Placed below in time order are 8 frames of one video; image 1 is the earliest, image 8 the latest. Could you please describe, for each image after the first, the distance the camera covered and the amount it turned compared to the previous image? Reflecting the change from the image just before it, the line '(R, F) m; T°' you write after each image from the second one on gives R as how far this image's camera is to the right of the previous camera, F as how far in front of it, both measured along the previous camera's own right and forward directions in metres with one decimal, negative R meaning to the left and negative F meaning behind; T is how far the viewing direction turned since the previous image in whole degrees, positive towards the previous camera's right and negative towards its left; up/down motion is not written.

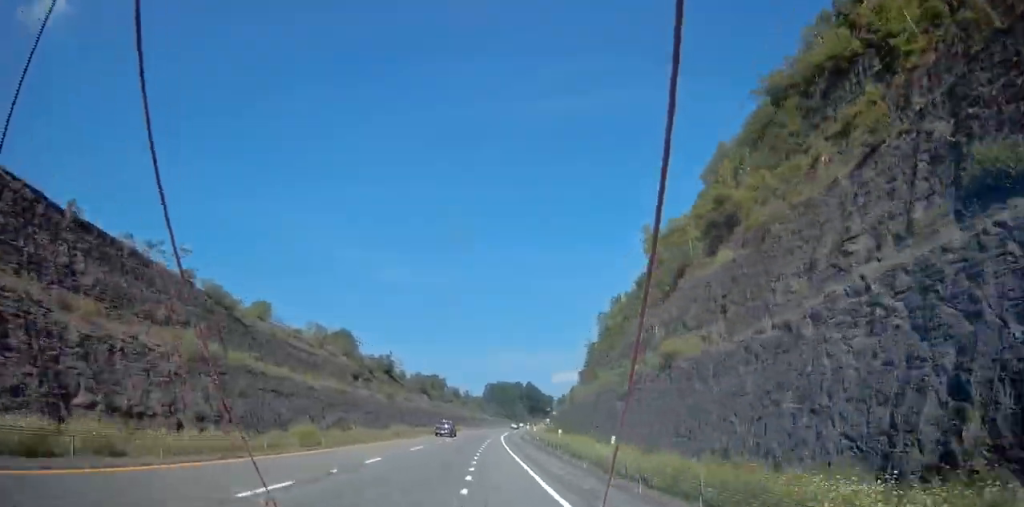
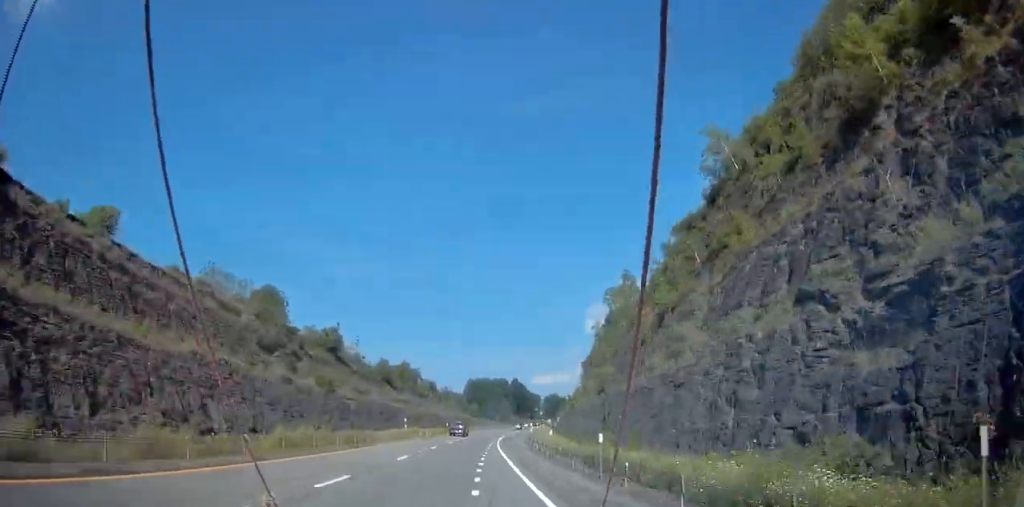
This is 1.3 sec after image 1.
(+6.2, +35.9) m; +6°
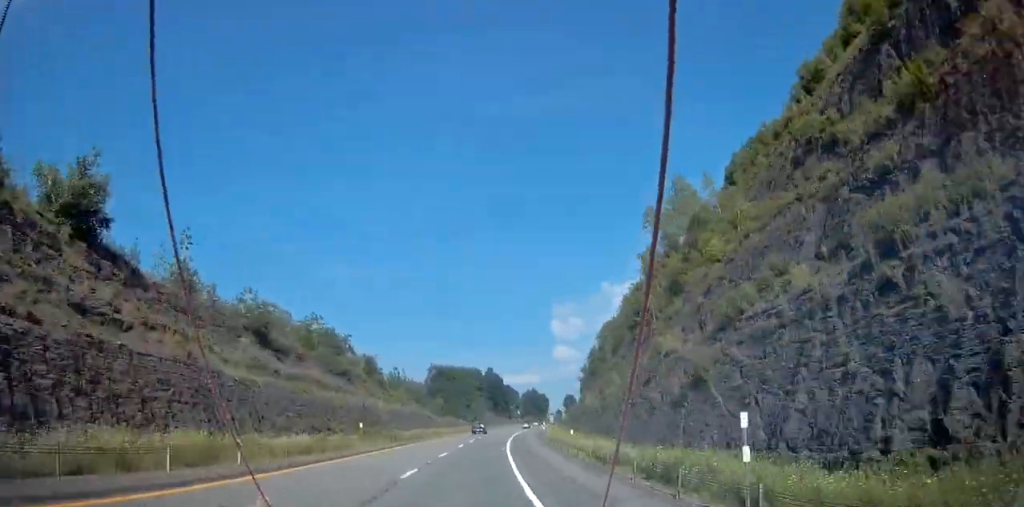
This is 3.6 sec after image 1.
(+2.8, +62.2) m; +1°
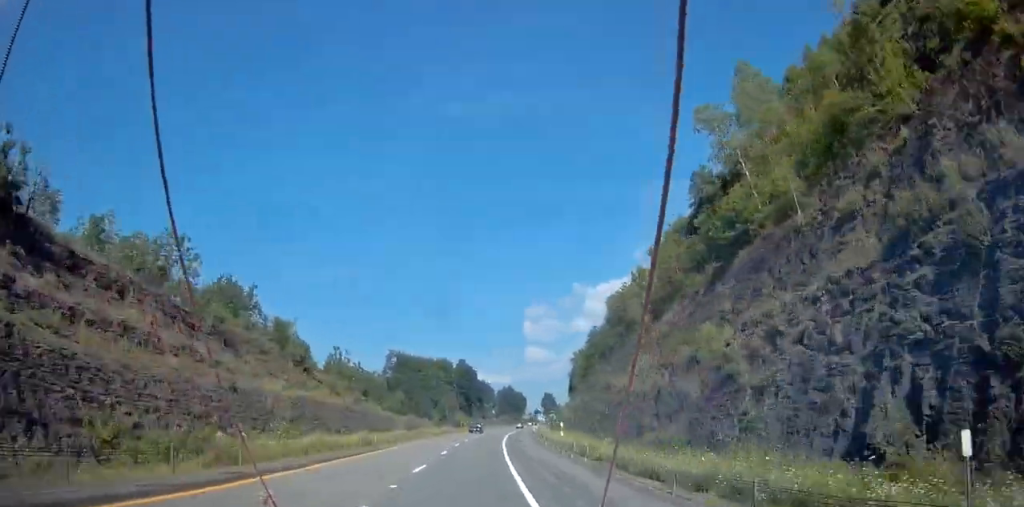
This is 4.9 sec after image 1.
(-0.2, +36.6) m; -1°
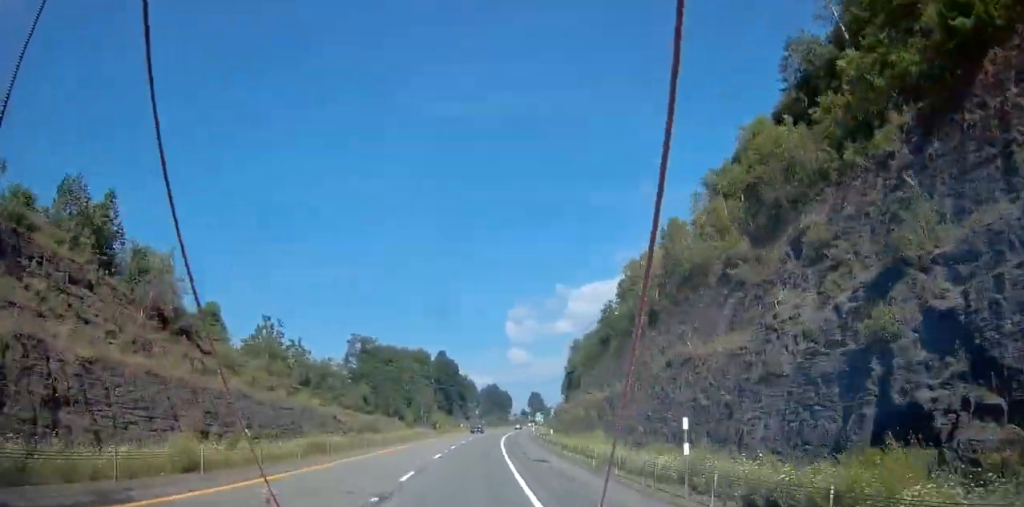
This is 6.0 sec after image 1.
(-1.2, +29.1) m; +1°
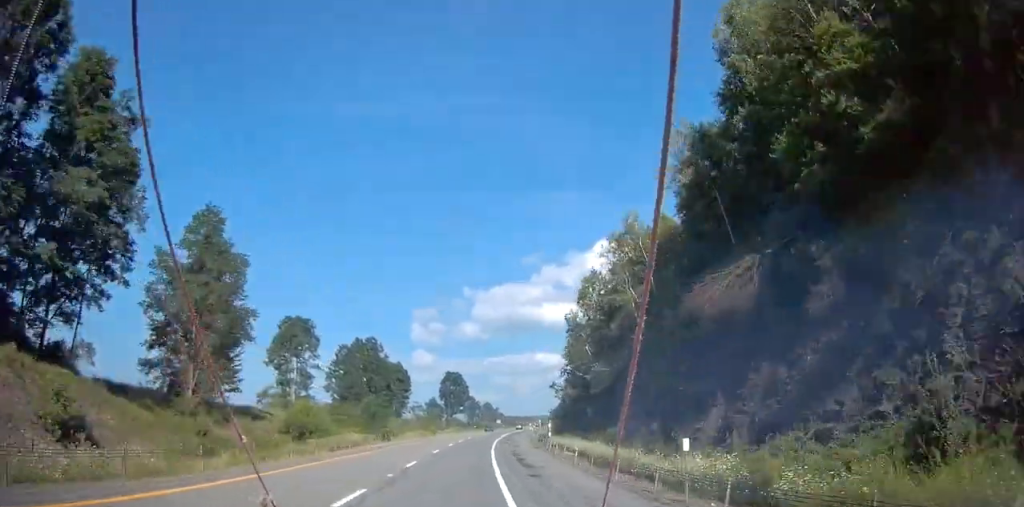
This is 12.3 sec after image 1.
(+16.0, +166.9) m; +11°
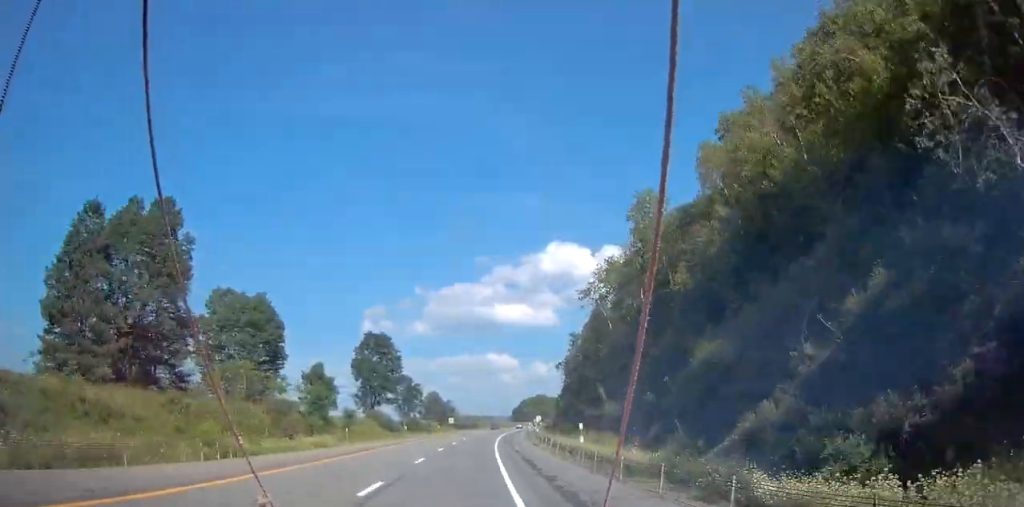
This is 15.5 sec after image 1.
(+3.5, +82.8) m; +5°
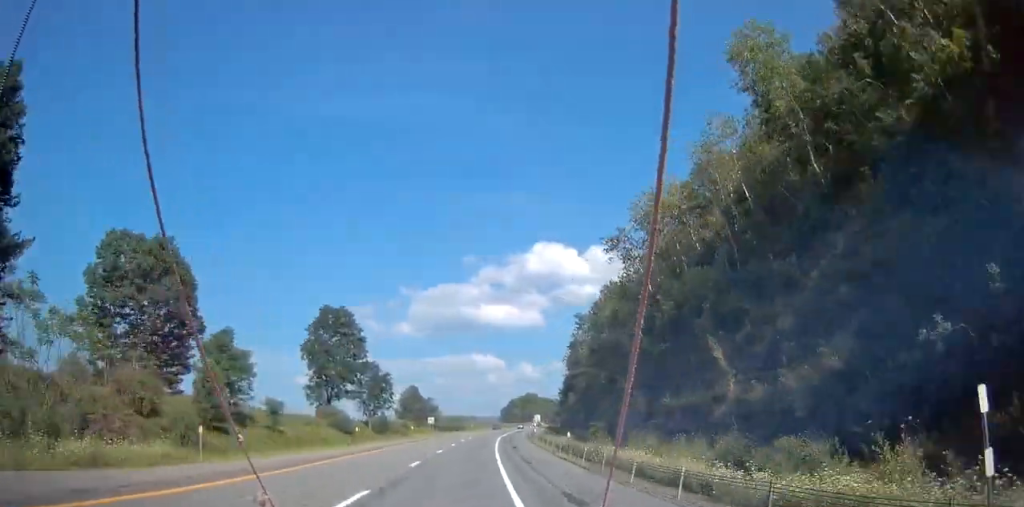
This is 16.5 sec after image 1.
(+0.1, +25.7) m; +2°
